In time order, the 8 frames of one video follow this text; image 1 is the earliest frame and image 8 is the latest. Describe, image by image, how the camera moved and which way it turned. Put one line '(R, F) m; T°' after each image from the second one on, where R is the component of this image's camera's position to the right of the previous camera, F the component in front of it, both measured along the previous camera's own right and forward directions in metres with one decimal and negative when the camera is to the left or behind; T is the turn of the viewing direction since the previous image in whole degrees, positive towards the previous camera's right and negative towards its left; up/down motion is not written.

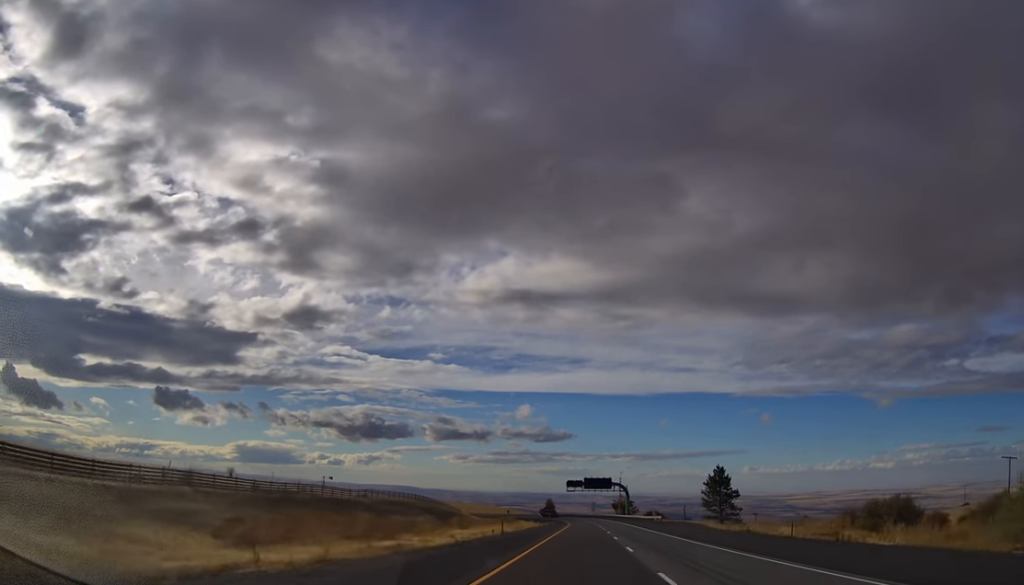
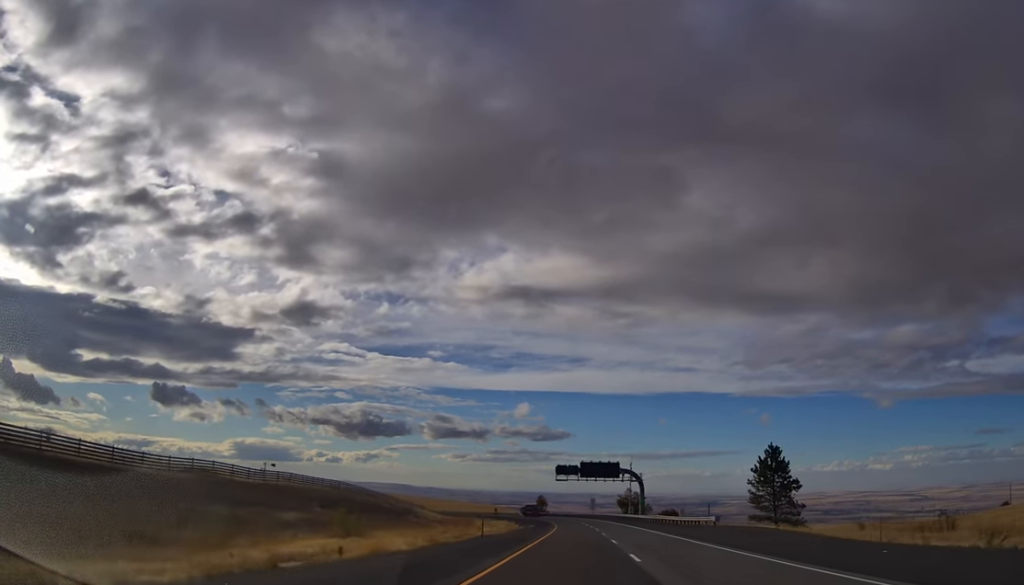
(-0.5, +42.8) m; 0°
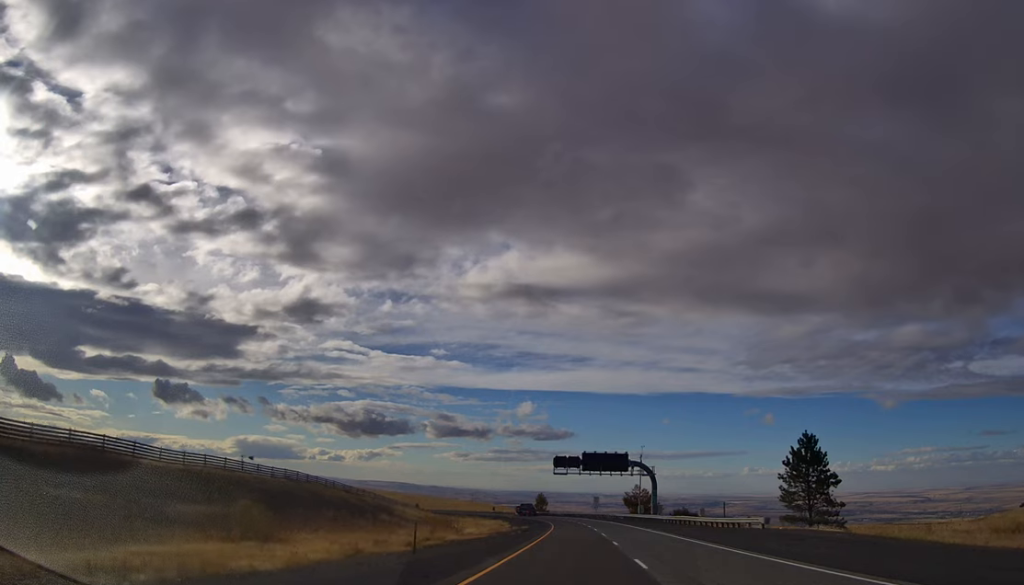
(+0.1, +14.9) m; 0°
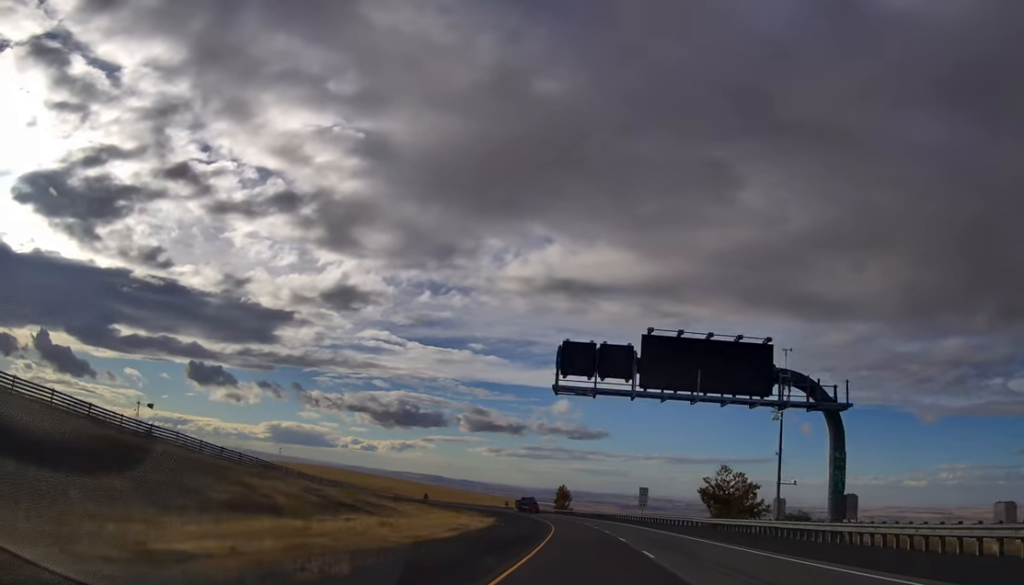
(-0.1, +57.5) m; 0°
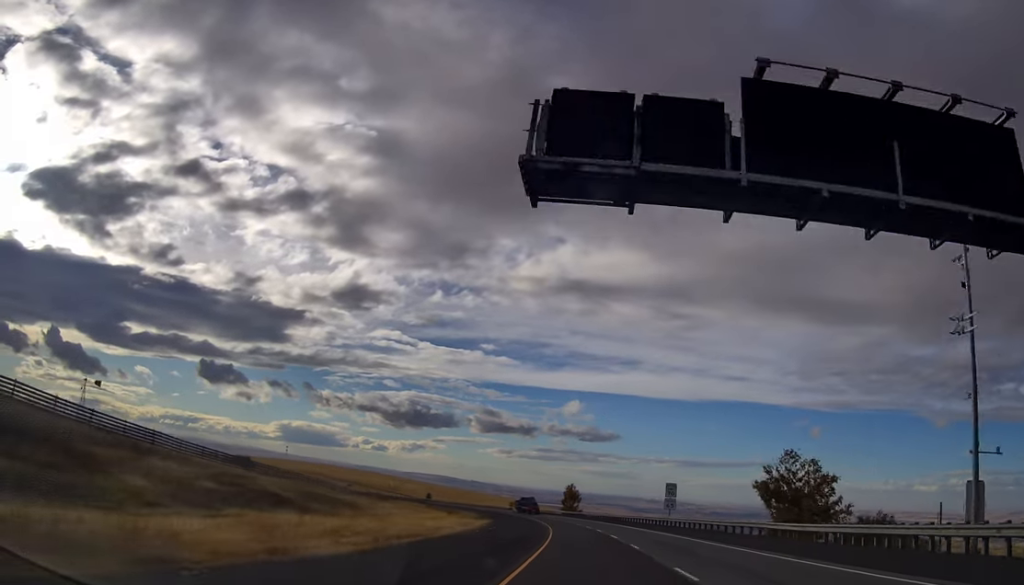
(+0.6, +18.7) m; 0°
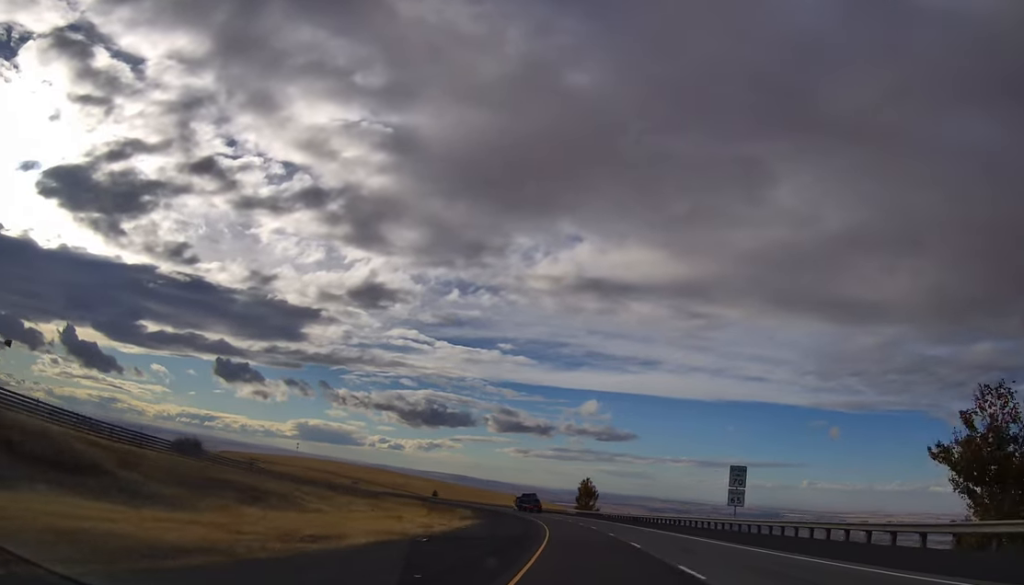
(-0.9, +24.6) m; -2°
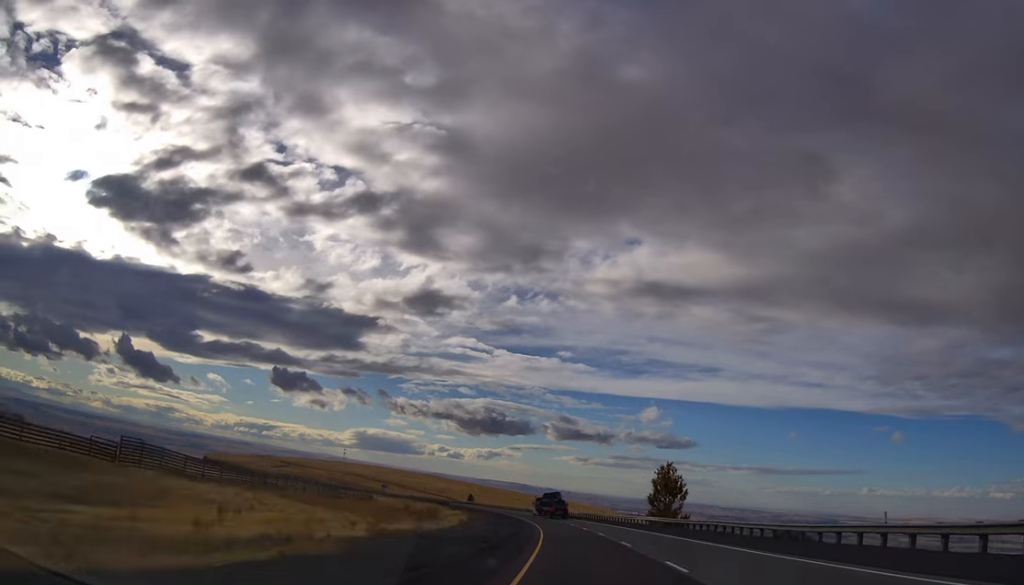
(-2.4, +59.2) m; -5°
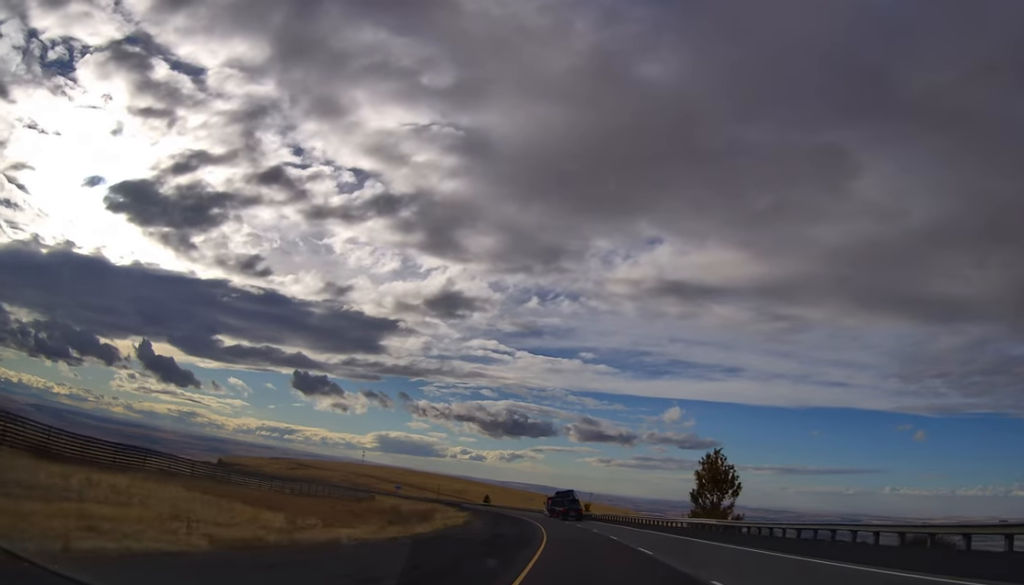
(-0.2, +17.9) m; -2°
